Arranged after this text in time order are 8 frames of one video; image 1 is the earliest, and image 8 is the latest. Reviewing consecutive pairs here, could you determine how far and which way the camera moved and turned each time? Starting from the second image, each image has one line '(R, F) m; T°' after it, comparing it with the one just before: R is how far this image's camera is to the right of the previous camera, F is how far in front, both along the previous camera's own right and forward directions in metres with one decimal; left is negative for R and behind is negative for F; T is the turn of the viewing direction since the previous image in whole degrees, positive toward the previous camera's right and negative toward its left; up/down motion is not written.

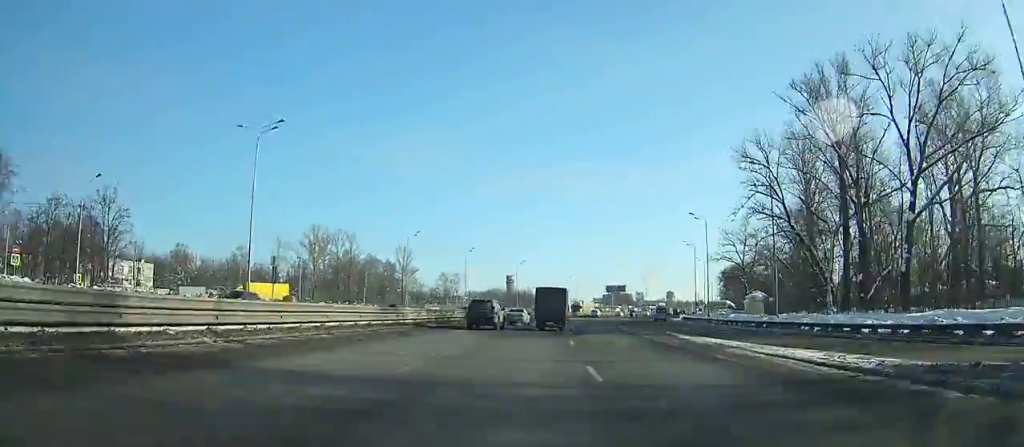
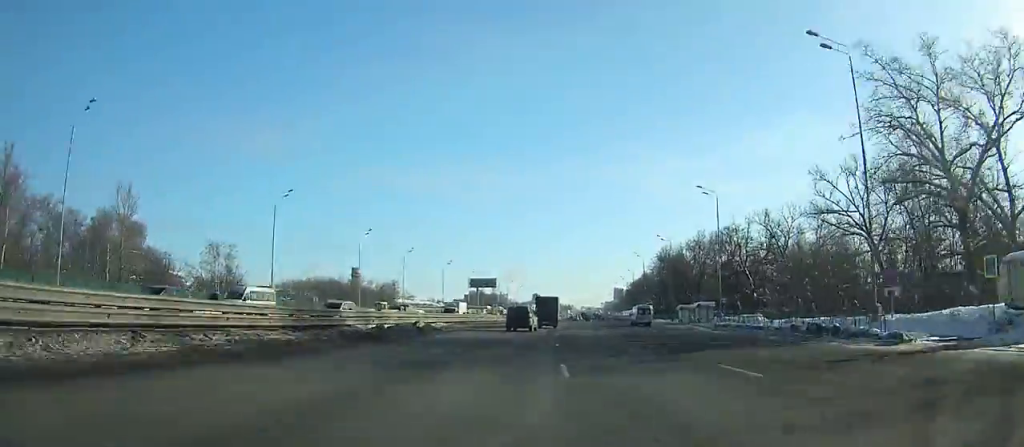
(+12.6, +106.2) m; +13°
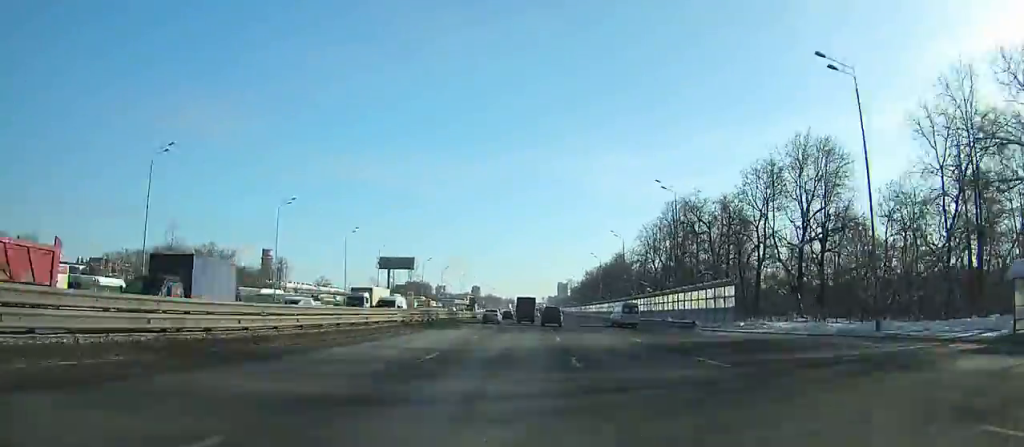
(+5.0, +82.4) m; +5°
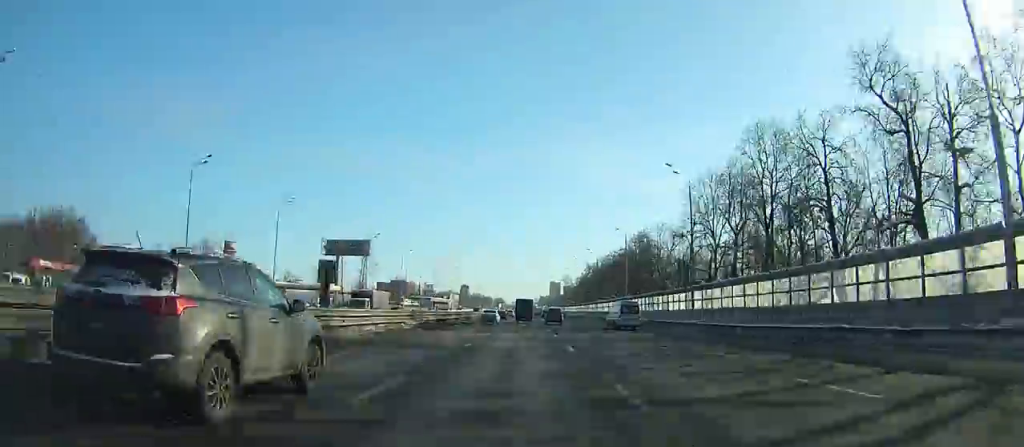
(+0.8, +54.0) m; +1°
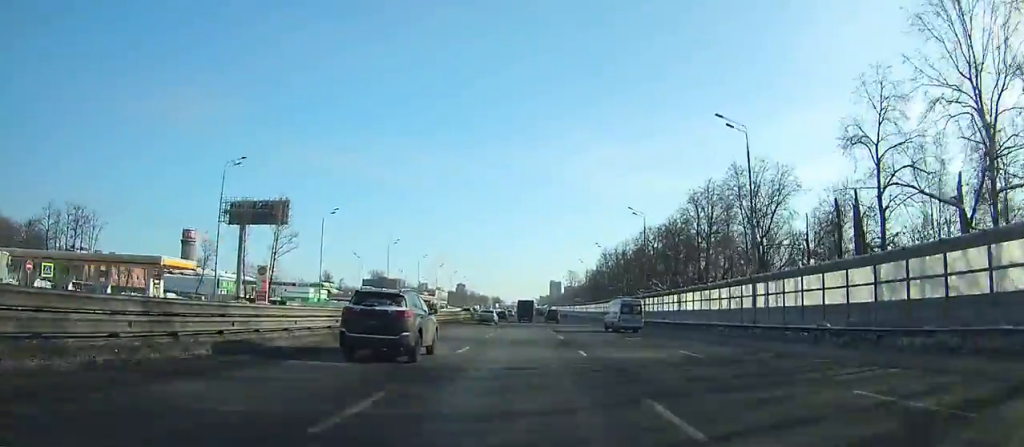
(+0.3, +63.6) m; 0°
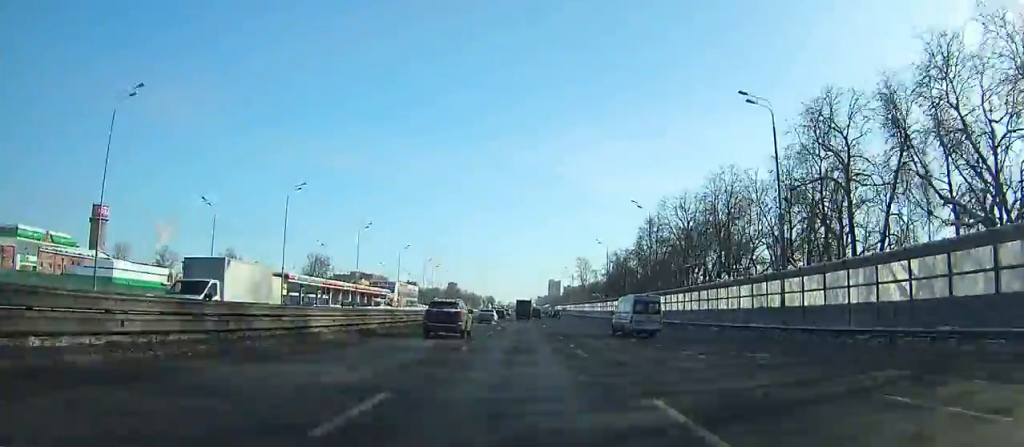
(+0.2, +97.4) m; 0°
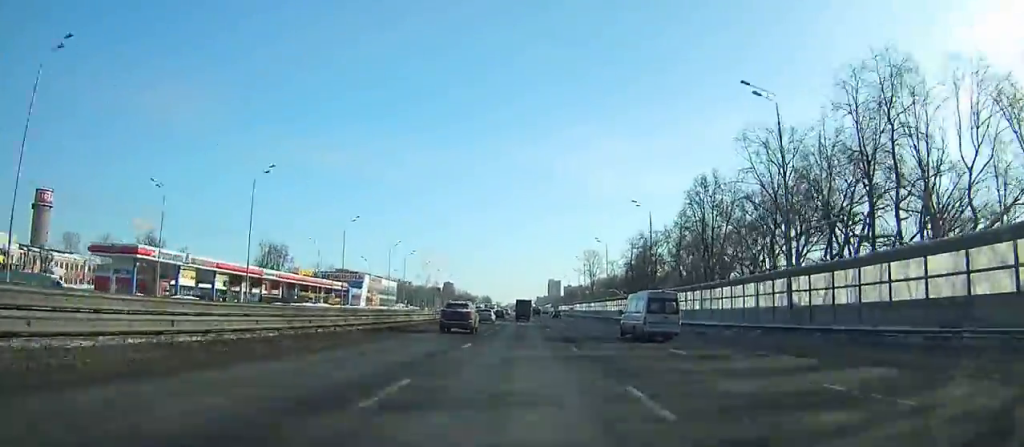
(+0.1, +46.5) m; 0°
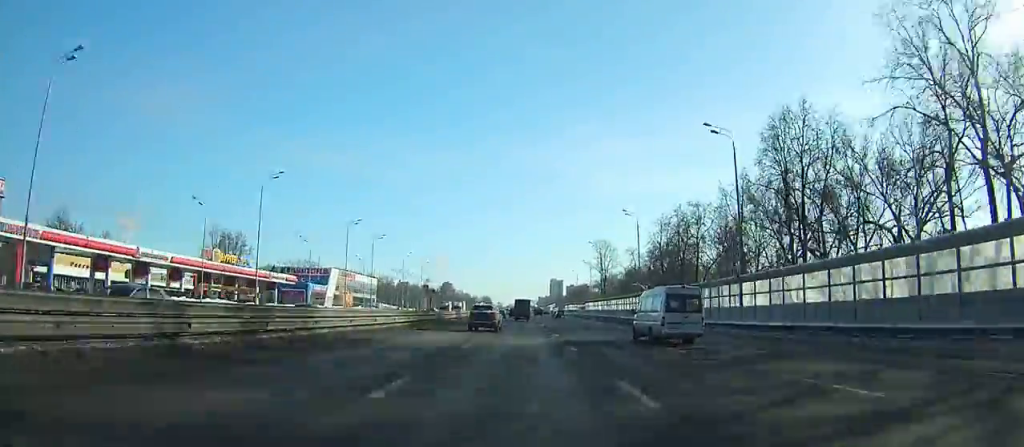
(+0.1, +35.3) m; 0°
